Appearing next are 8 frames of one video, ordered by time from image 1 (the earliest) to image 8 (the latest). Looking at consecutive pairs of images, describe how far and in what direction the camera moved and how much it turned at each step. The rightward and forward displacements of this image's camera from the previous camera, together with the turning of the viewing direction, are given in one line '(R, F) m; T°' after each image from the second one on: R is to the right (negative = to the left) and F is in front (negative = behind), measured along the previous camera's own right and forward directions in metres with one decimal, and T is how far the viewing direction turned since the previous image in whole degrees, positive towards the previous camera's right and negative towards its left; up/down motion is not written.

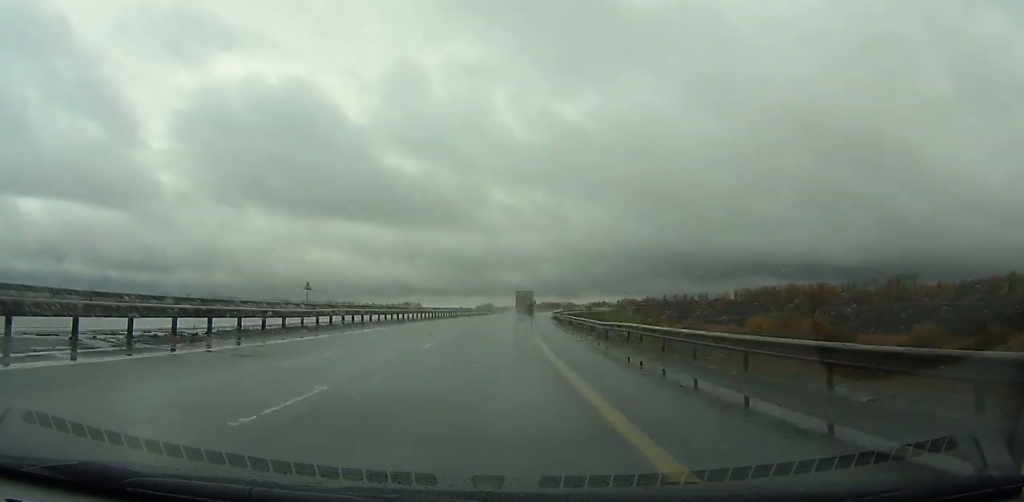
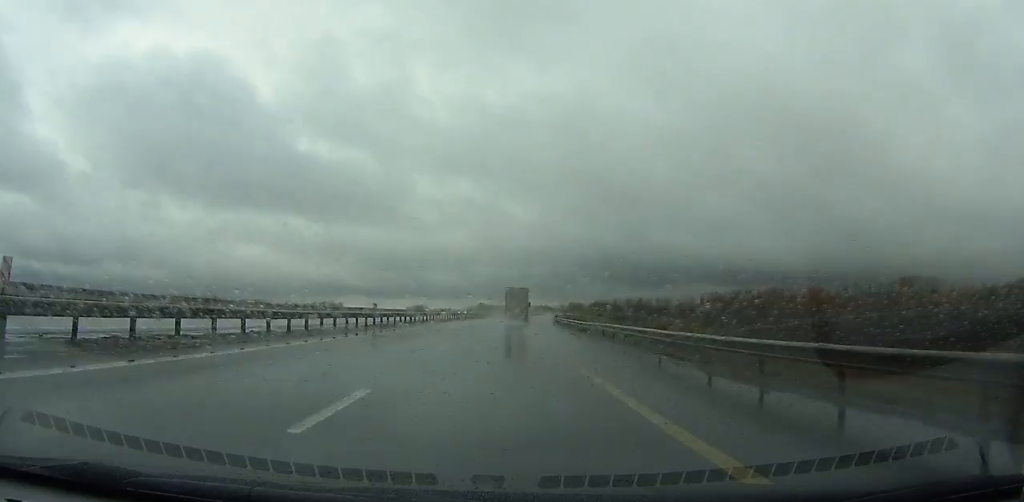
(+6.4, +107.5) m; +6°
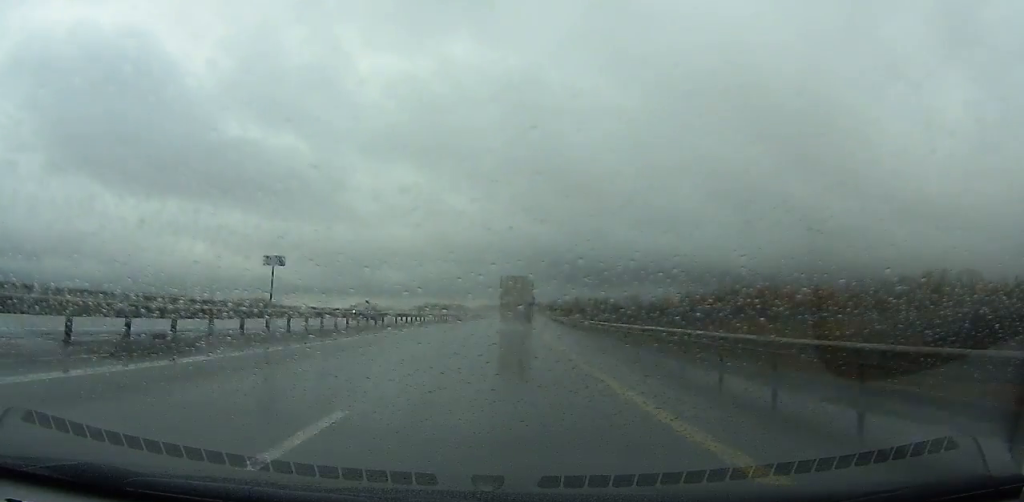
(+2.9, +84.4) m; +4°
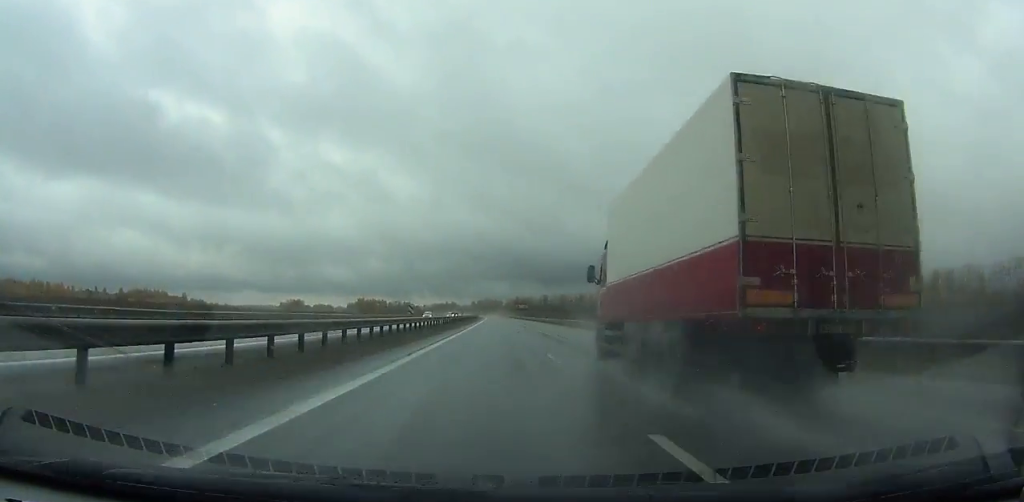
(+6.8, +143.3) m; +5°
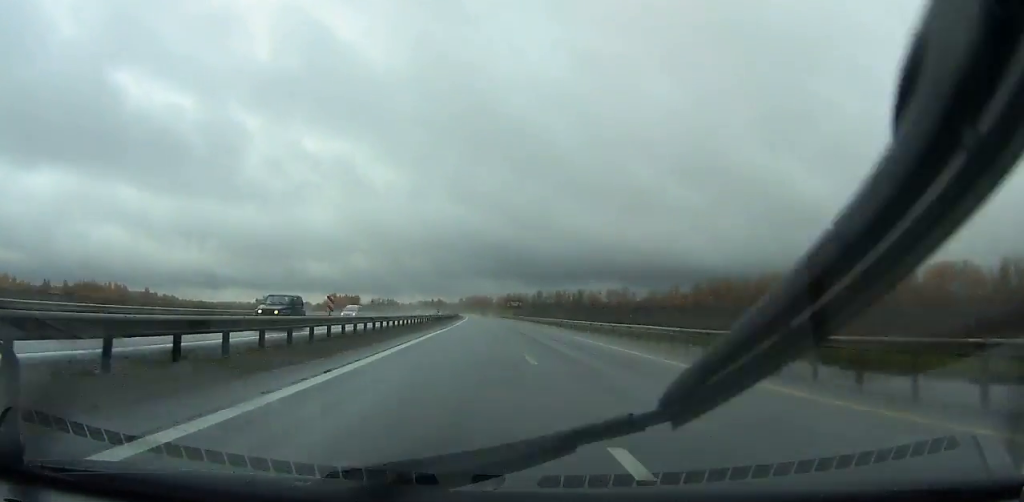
(+0.9, +57.3) m; +1°
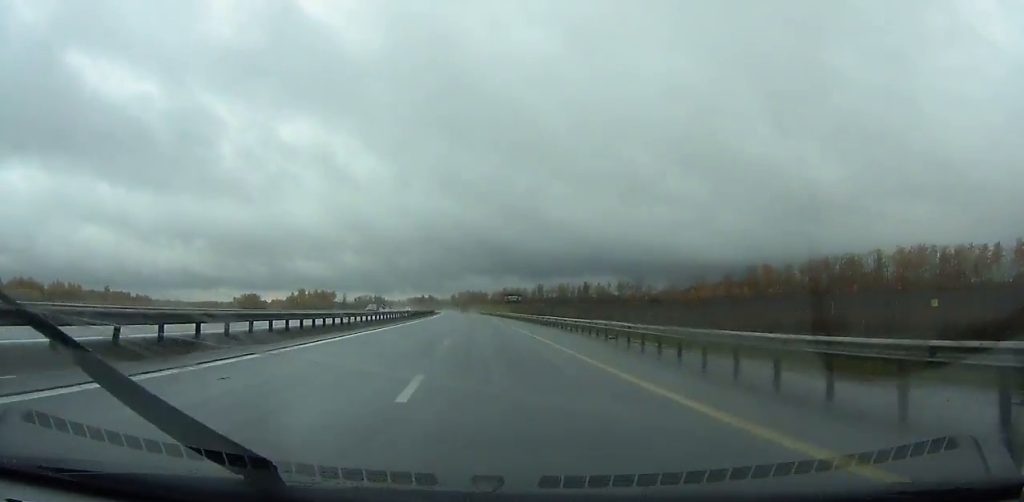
(+0.7, +63.9) m; 0°
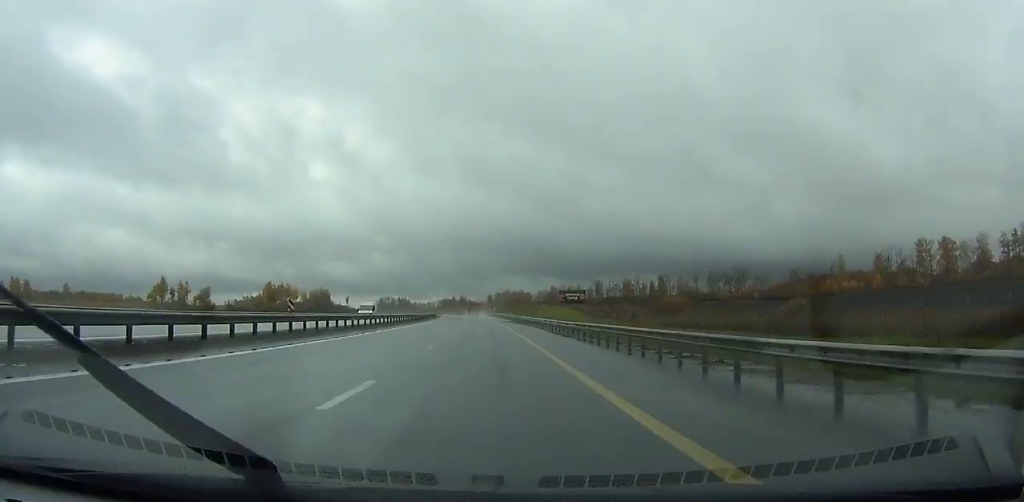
(-2.9, +118.1) m; -3°
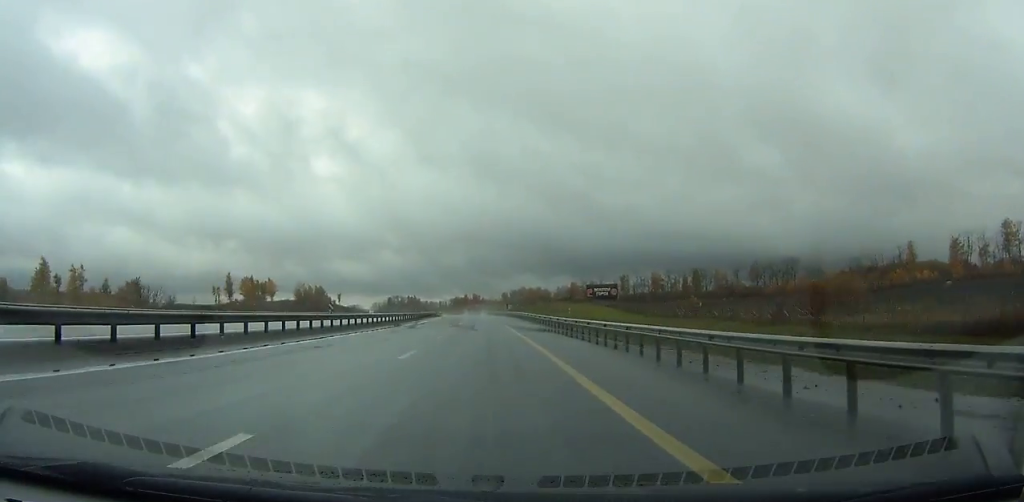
(0.0, +39.1) m; -1°
